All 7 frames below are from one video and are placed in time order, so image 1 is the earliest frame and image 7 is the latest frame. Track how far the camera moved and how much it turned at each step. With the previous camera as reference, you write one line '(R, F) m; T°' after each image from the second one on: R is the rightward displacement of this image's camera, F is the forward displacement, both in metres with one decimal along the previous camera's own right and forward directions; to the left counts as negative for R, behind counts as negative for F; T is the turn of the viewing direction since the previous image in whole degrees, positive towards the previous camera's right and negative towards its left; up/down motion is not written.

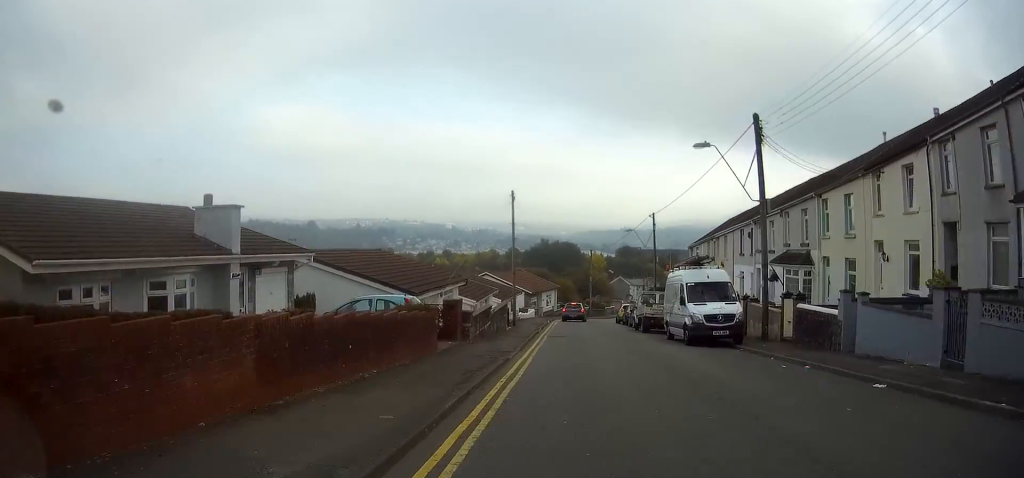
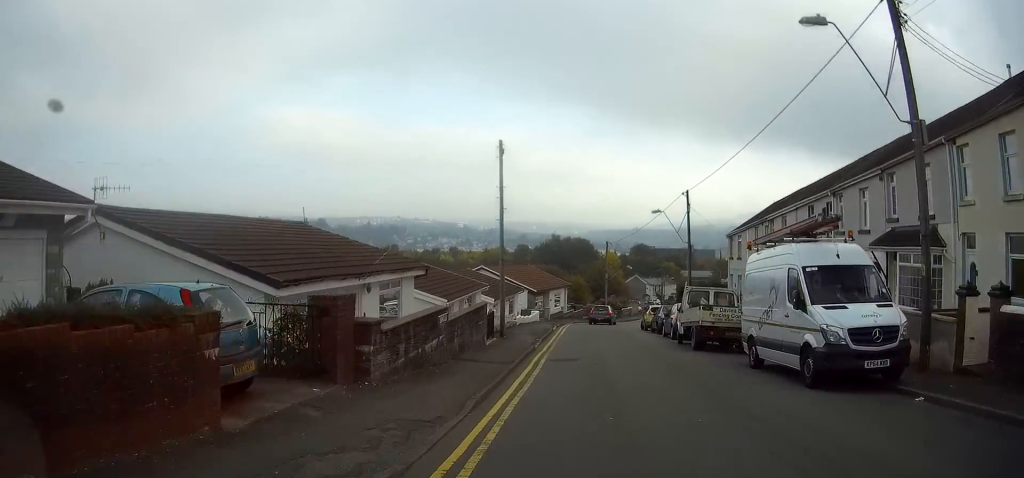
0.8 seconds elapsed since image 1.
(-0.3, +11.1) m; -2°
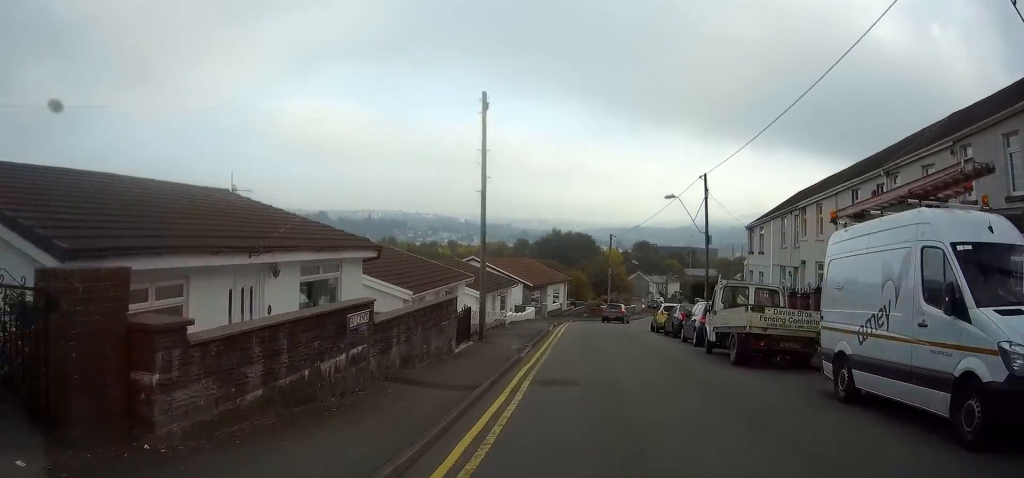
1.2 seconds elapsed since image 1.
(0.0, +5.3) m; -1°
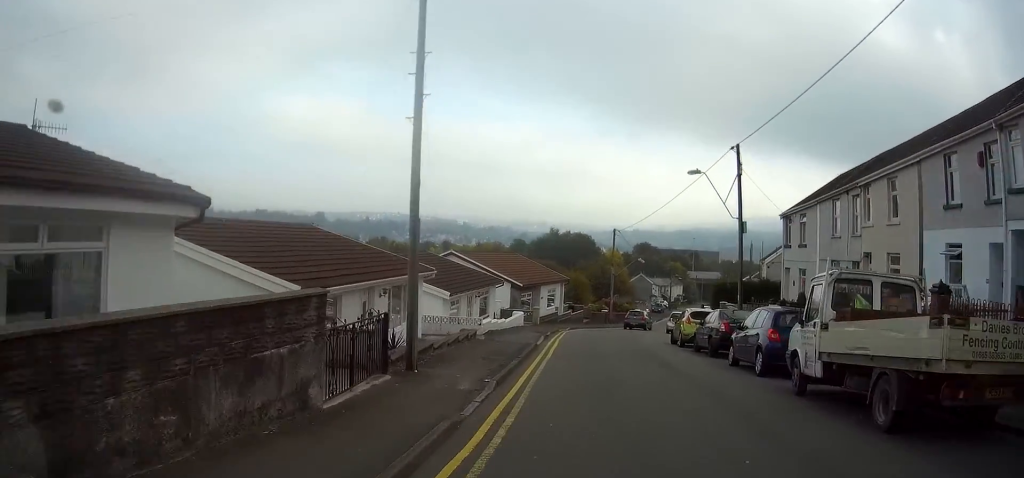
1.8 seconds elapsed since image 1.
(0.0, +8.0) m; +1°
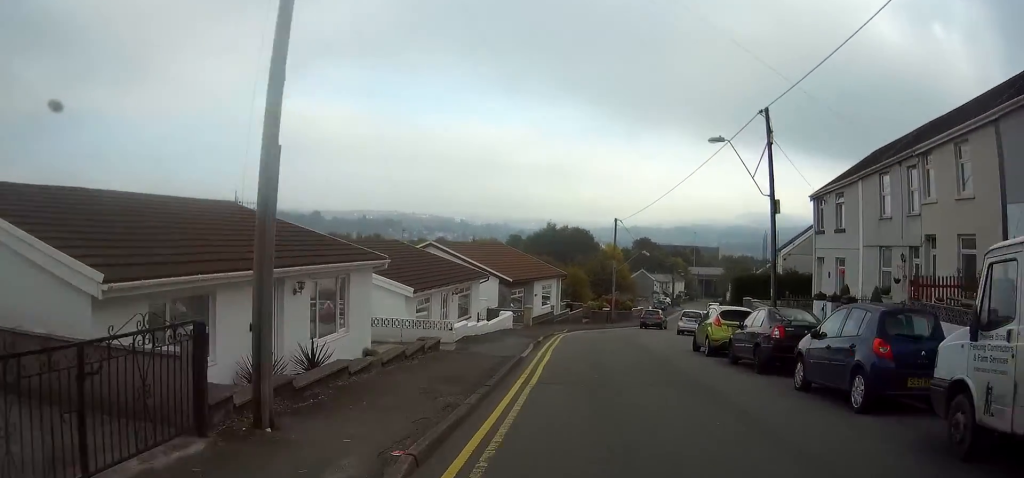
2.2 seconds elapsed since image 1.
(-0.1, +5.3) m; +1°
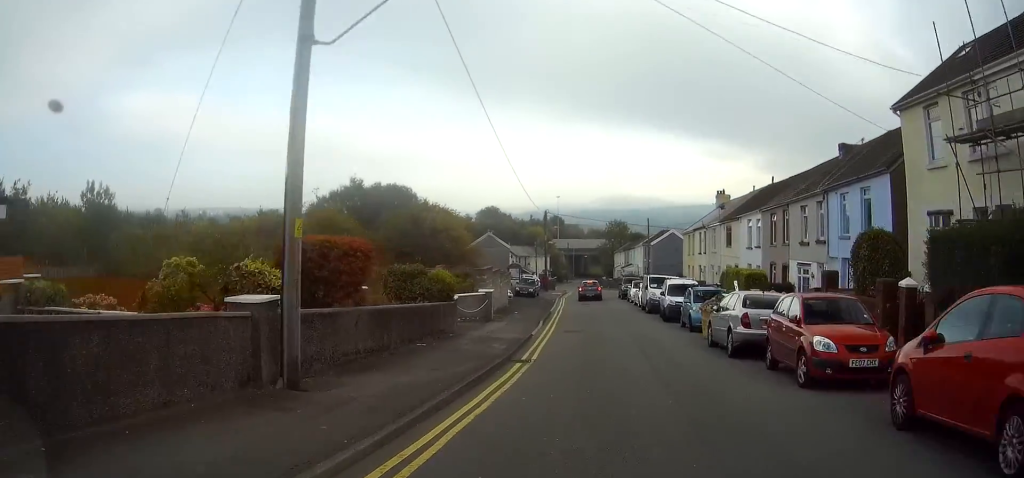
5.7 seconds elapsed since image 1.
(+5.7, +46.3) m; +11°
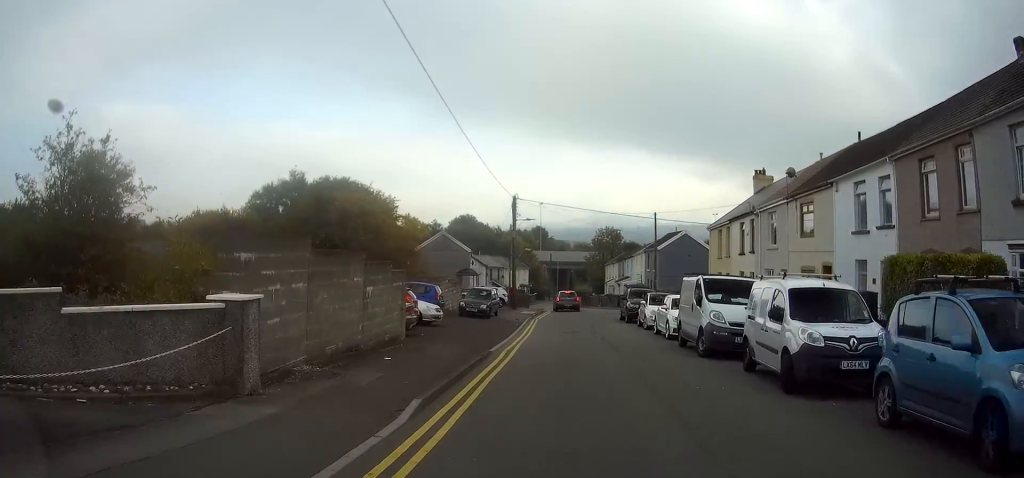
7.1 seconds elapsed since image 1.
(+0.2, +18.1) m; +1°
